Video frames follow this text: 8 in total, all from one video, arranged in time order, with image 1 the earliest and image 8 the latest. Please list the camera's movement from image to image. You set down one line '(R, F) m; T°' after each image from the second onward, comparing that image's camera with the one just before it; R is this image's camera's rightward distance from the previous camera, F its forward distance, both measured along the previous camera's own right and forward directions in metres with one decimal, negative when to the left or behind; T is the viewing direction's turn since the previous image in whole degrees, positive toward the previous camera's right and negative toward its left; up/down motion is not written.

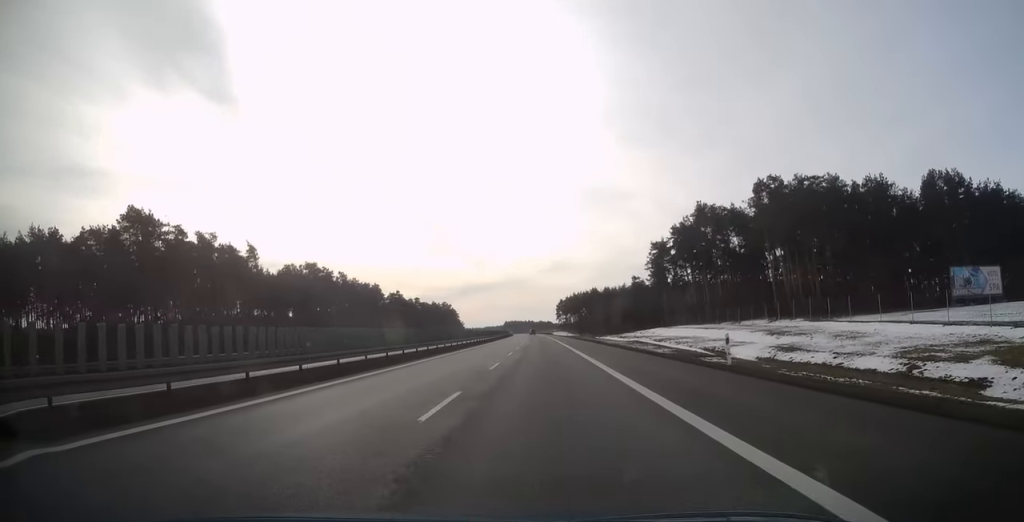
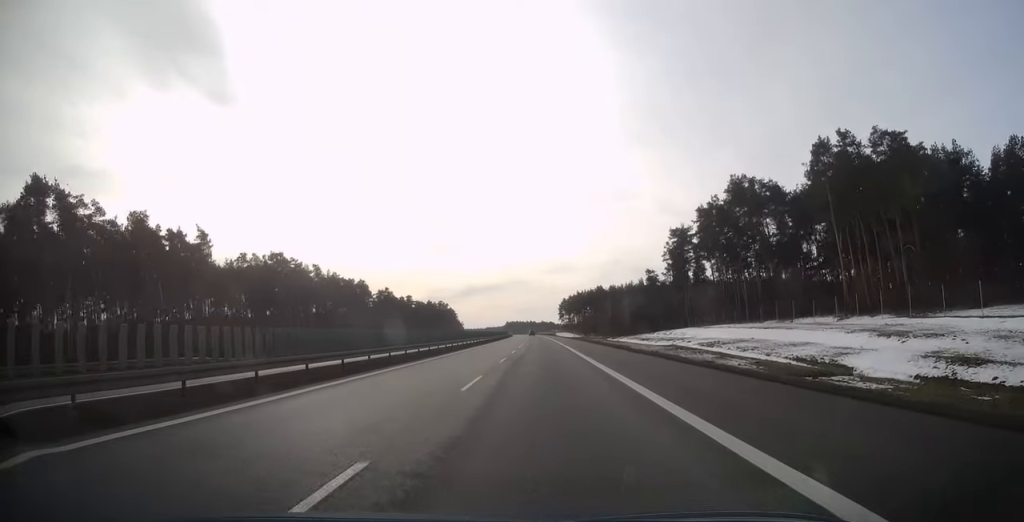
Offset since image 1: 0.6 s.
(+0.1, +19.2) m; 0°
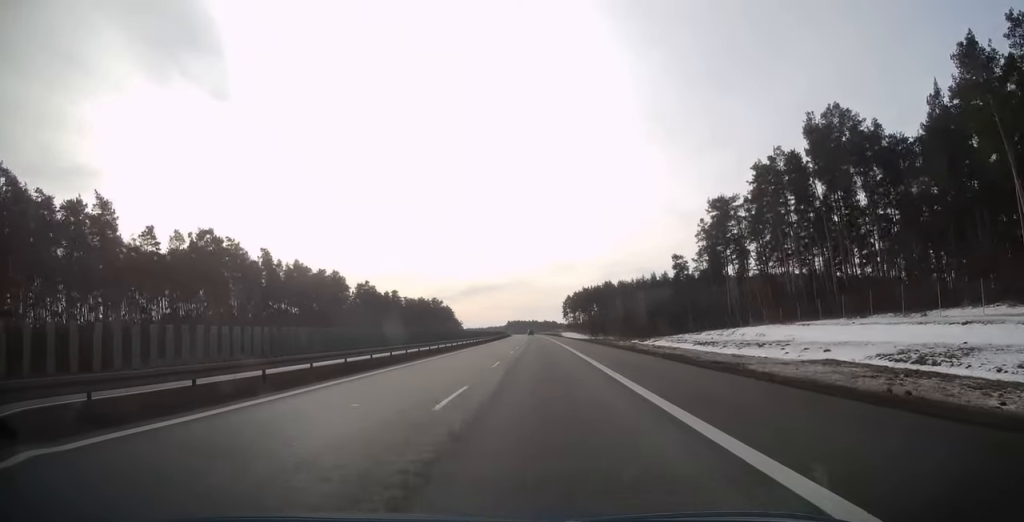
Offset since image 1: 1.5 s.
(-0.1, +27.3) m; 0°
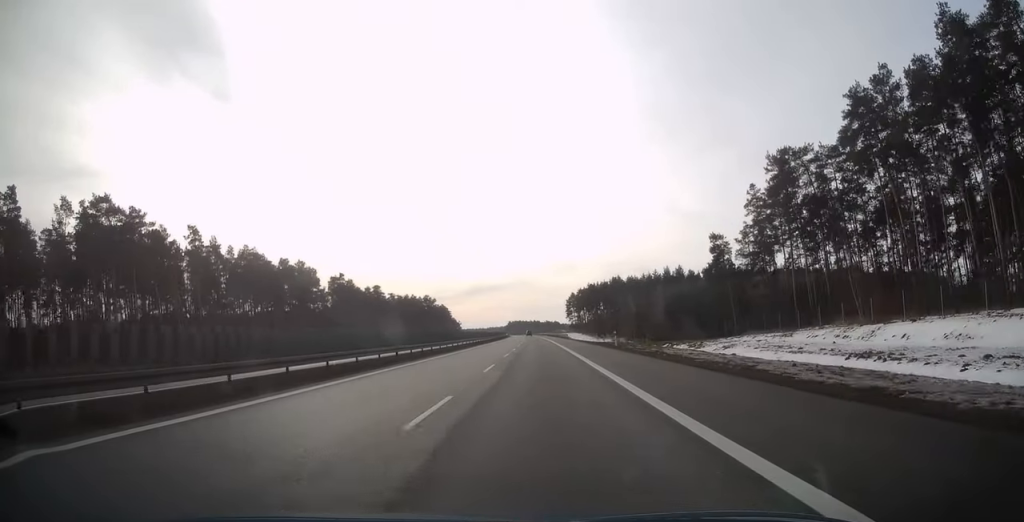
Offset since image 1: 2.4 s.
(-0.1, +25.8) m; 0°
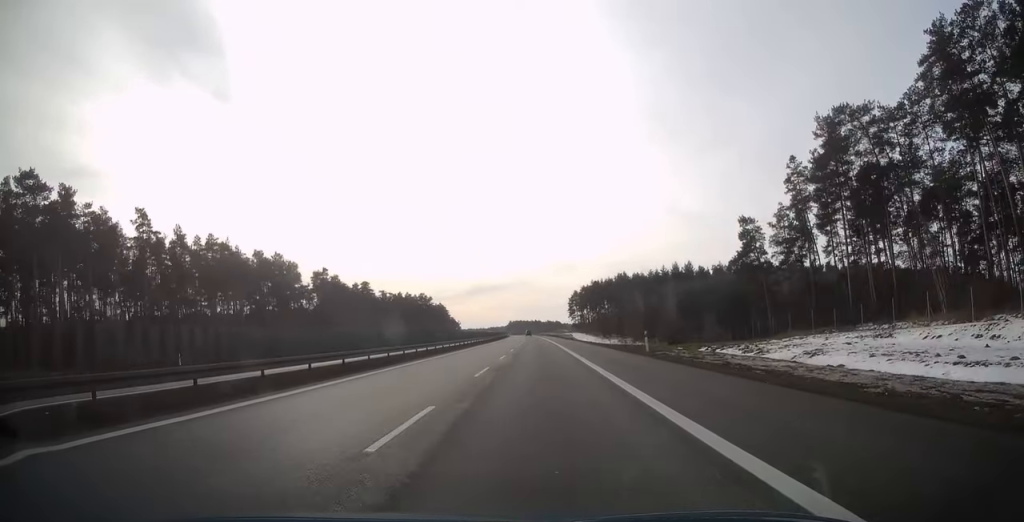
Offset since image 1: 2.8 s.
(0.0, +13.7) m; 0°
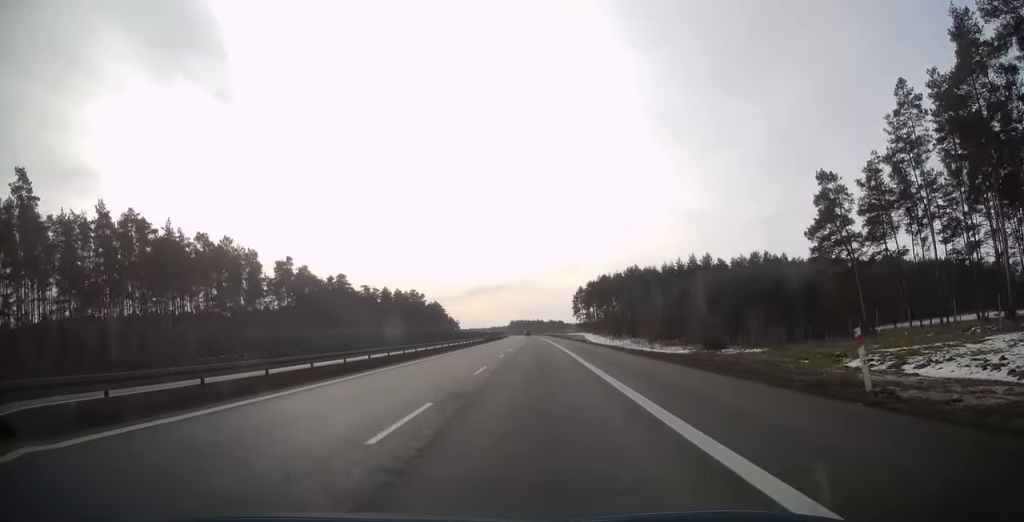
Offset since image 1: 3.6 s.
(0.0, +23.3) m; 0°
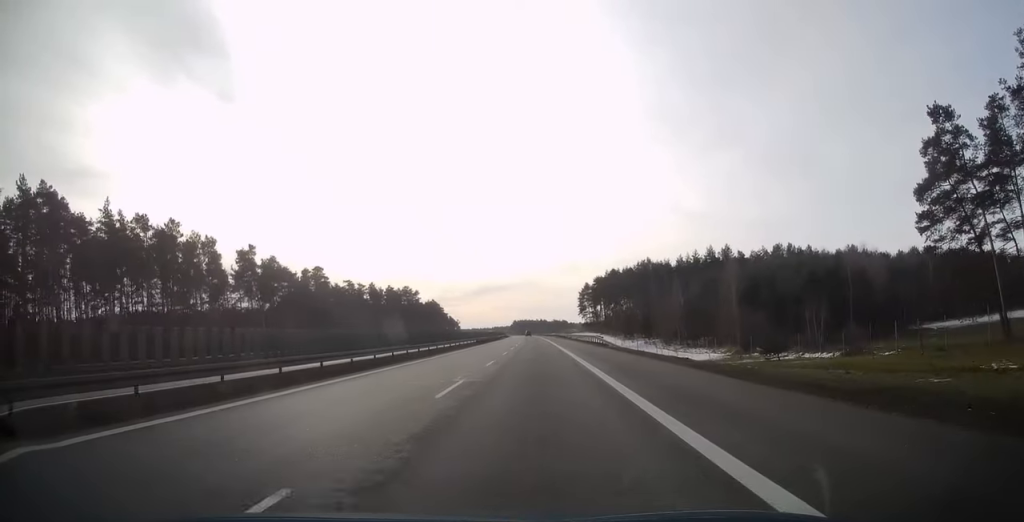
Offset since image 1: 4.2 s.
(-0.1, +18.8) m; 0°
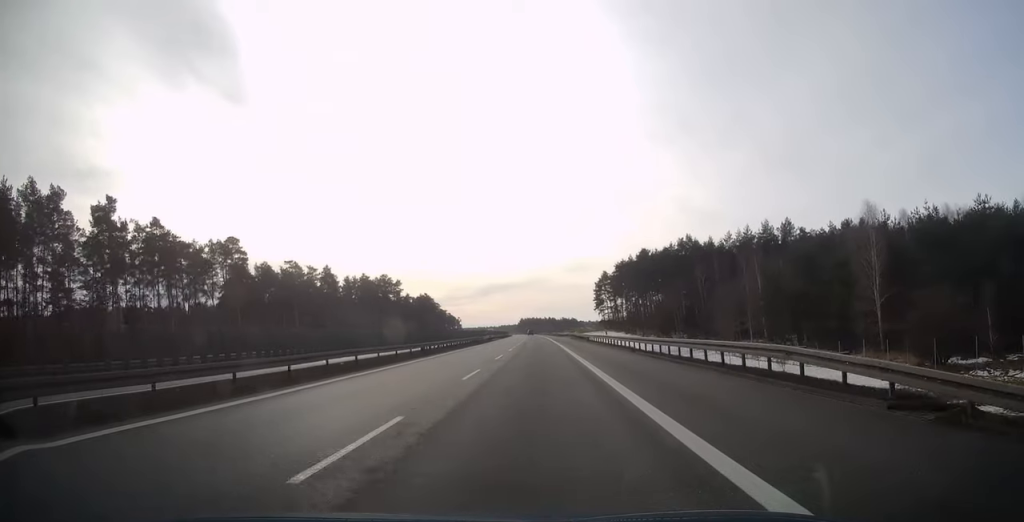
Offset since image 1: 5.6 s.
(-0.2, +43.3) m; 0°
